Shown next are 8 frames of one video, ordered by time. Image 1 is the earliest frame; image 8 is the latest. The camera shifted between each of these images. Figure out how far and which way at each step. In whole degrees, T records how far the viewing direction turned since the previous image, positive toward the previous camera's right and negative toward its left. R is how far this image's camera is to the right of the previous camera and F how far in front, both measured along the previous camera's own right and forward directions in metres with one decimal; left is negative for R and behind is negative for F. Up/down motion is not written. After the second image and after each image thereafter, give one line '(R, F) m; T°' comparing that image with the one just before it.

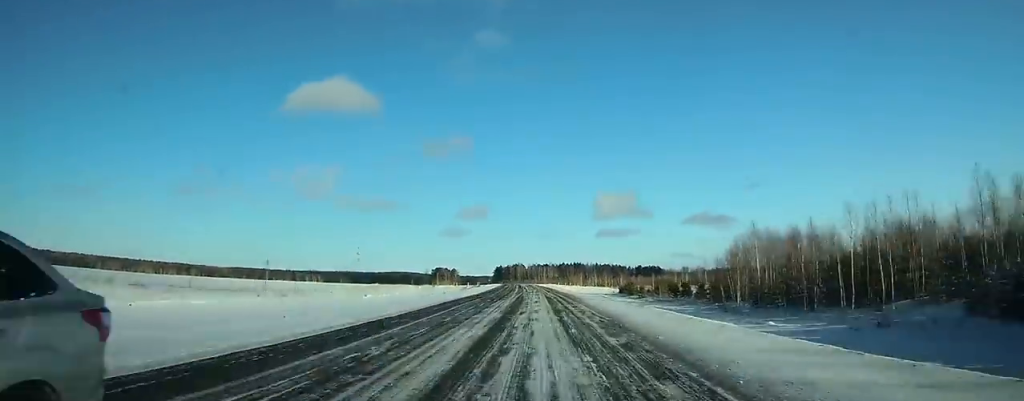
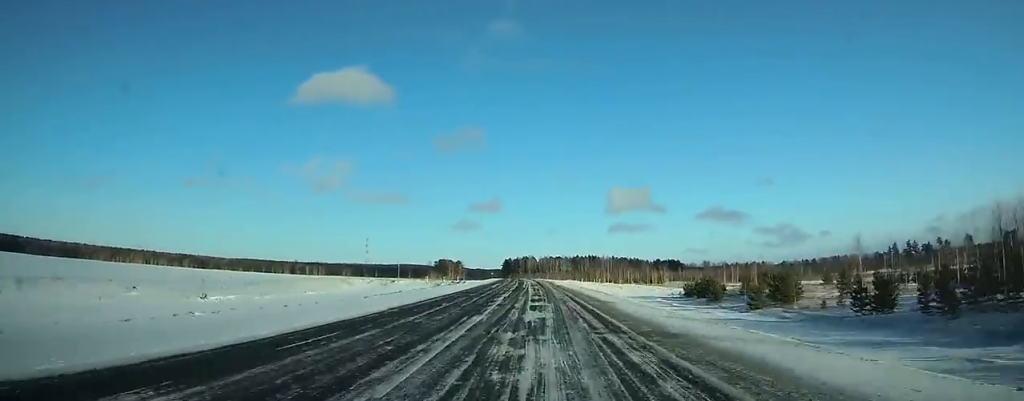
(-0.2, +44.7) m; -1°
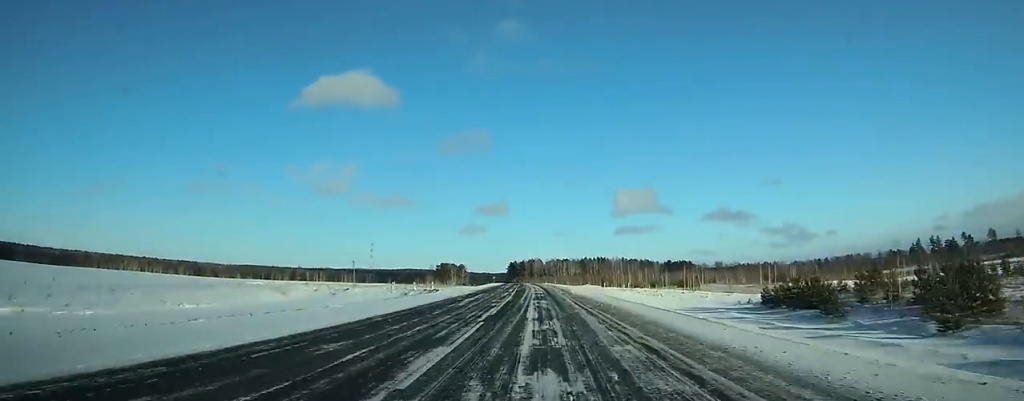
(-0.4, +23.2) m; -1°
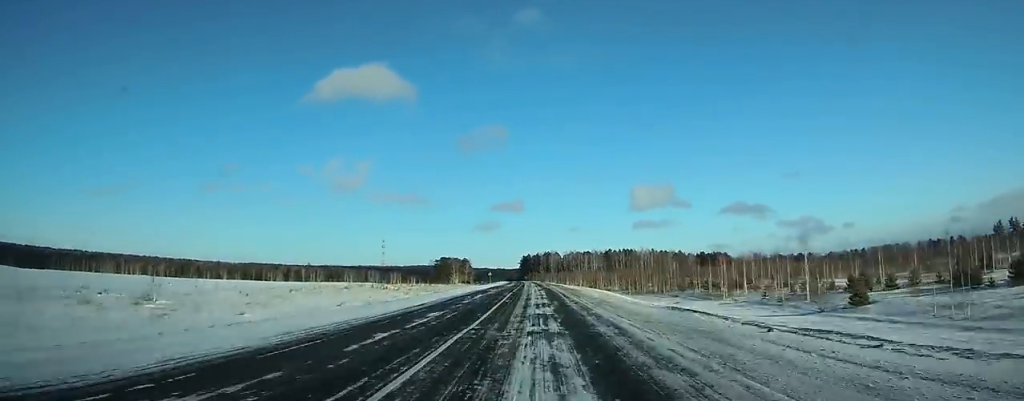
(-1.0, +73.1) m; -2°
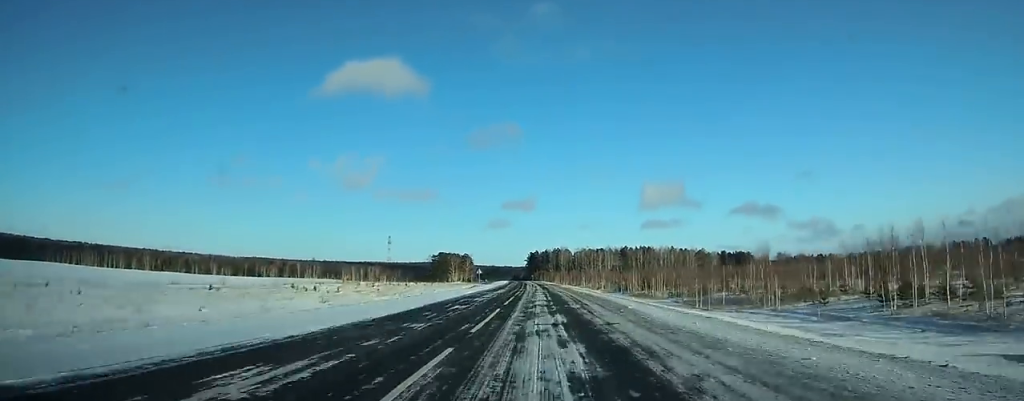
(-0.4, +41.5) m; -1°
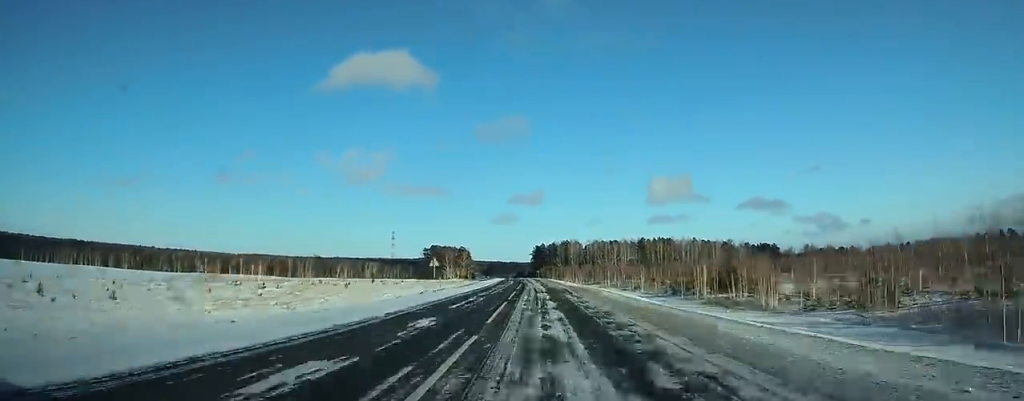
(-0.3, +46.5) m; -1°
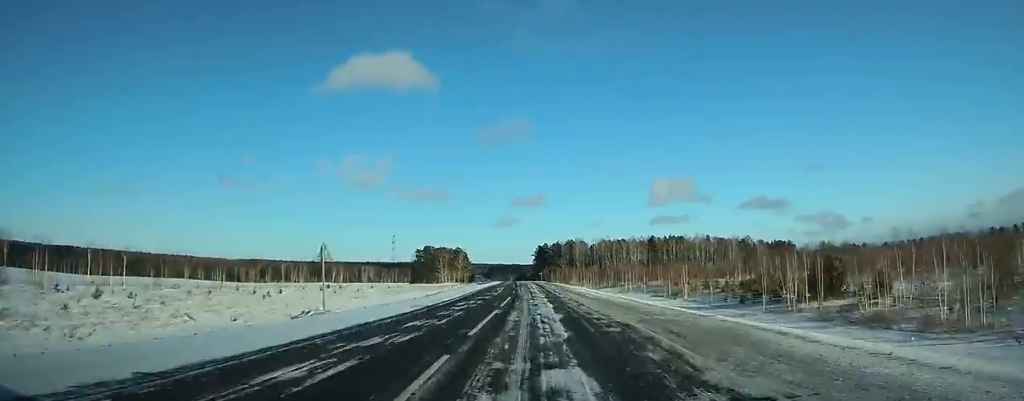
(-0.1, +26.5) m; 0°
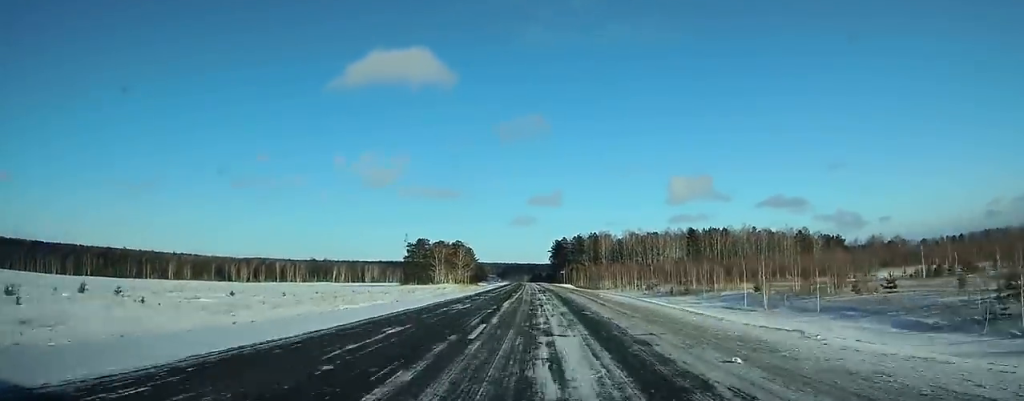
(-0.4, +54.8) m; -1°
